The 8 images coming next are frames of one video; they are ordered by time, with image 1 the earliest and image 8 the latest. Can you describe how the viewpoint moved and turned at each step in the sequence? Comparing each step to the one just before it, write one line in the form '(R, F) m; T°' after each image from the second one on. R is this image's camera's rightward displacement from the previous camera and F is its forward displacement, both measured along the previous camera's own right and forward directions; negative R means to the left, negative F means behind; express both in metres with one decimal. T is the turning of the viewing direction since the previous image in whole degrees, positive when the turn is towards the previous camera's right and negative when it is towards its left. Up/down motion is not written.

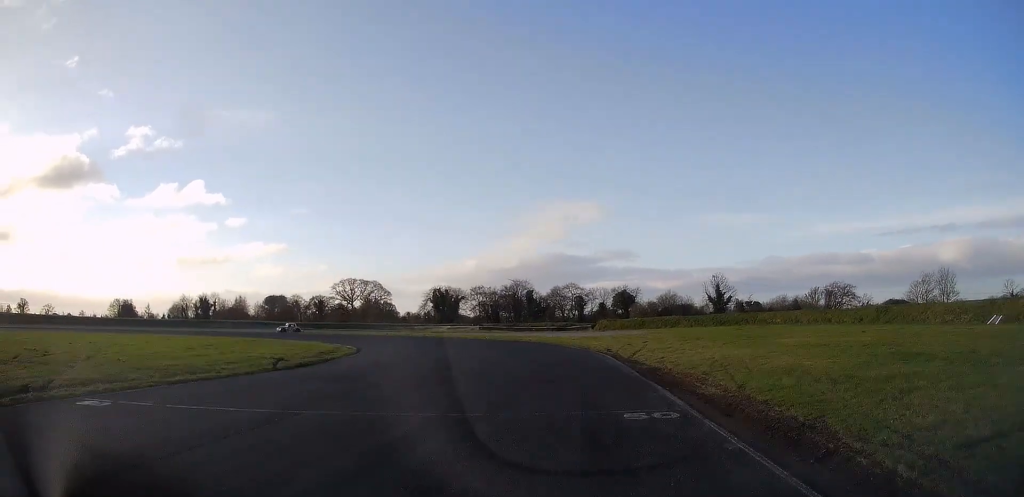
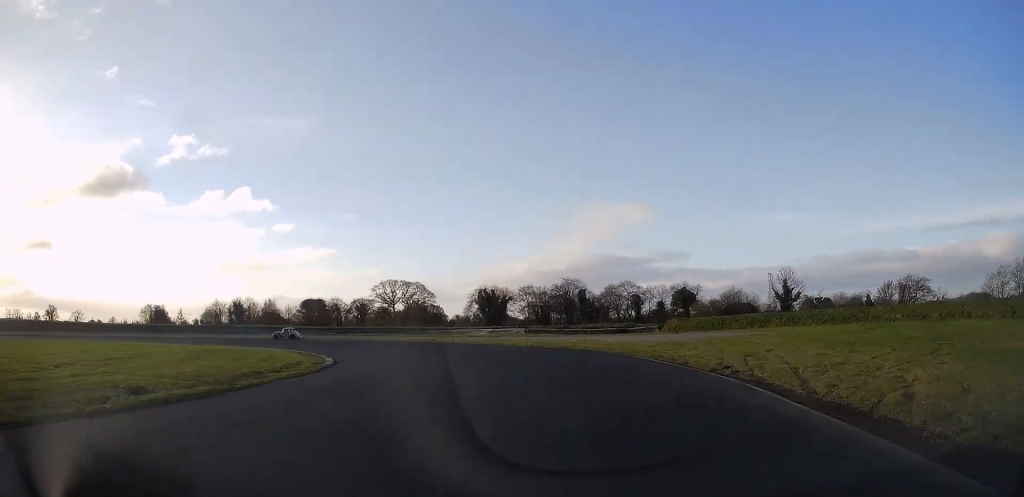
(-0.1, +12.8) m; -4°
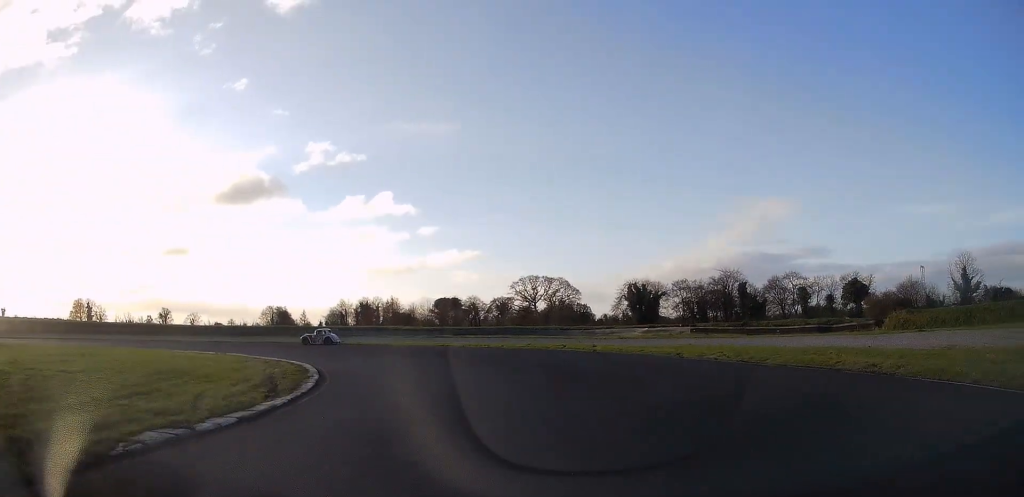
(-1.6, +17.8) m; -13°
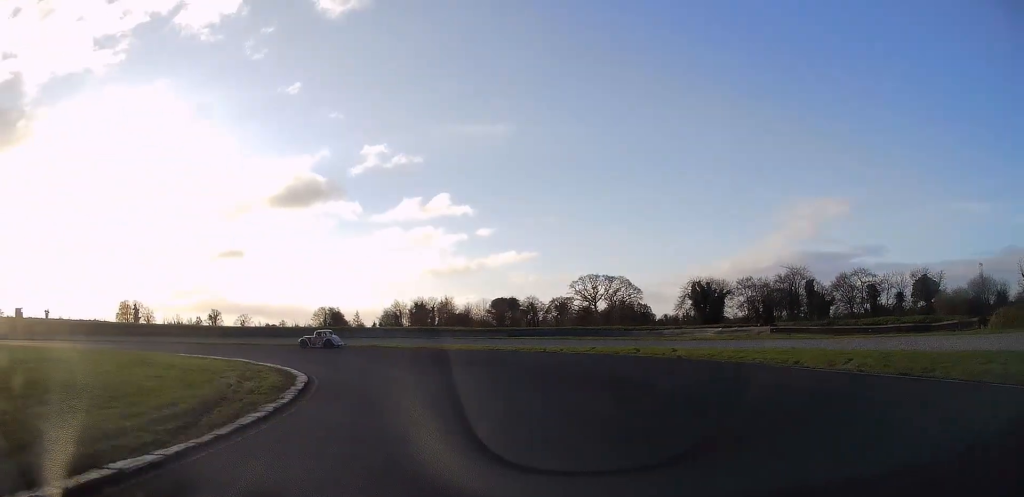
(-0.5, +6.0) m; -7°
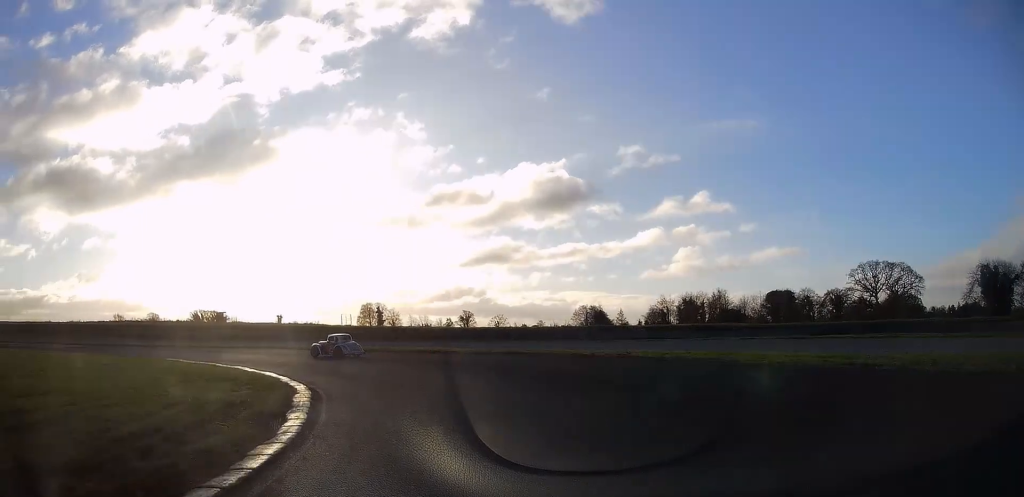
(-3.1, +16.8) m; -23°
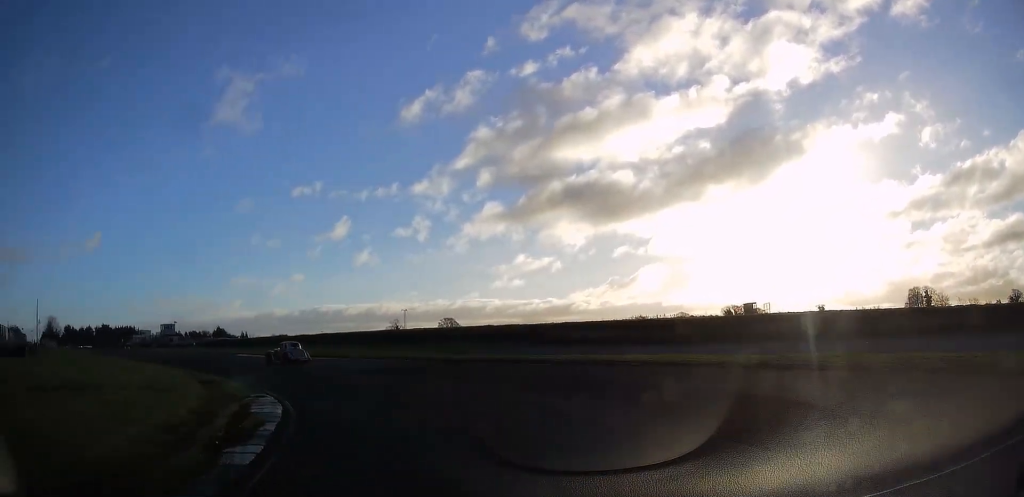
(-11.5, +26.1) m; -52°
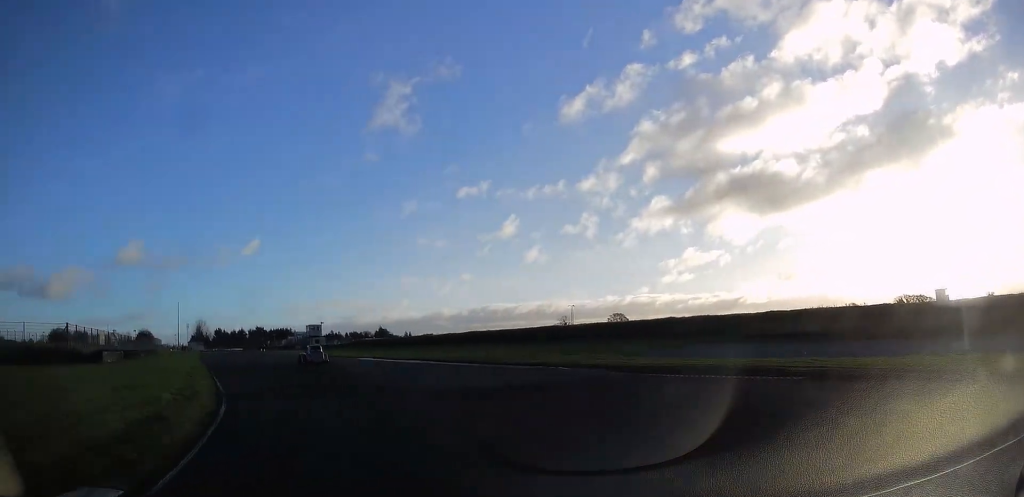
(-2.1, +9.9) m; -16°
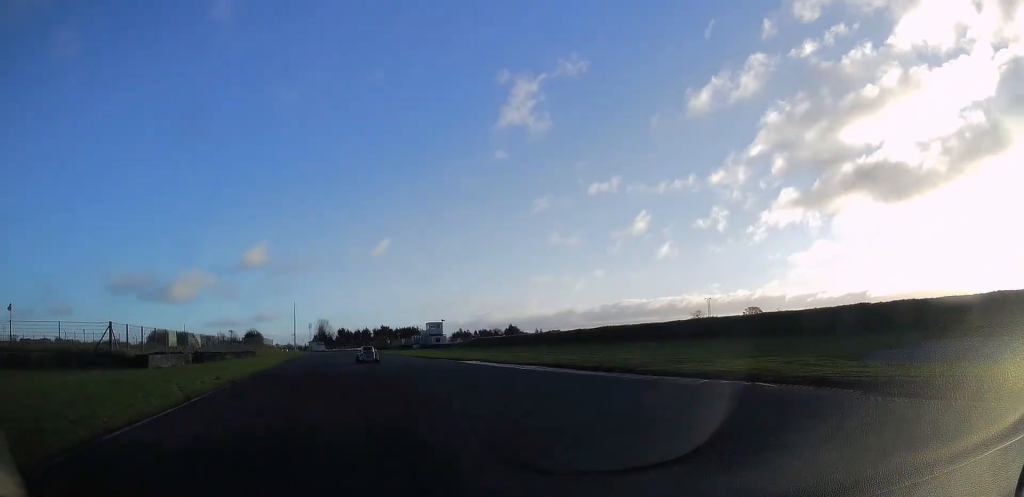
(-1.1, +9.4) m; -12°
